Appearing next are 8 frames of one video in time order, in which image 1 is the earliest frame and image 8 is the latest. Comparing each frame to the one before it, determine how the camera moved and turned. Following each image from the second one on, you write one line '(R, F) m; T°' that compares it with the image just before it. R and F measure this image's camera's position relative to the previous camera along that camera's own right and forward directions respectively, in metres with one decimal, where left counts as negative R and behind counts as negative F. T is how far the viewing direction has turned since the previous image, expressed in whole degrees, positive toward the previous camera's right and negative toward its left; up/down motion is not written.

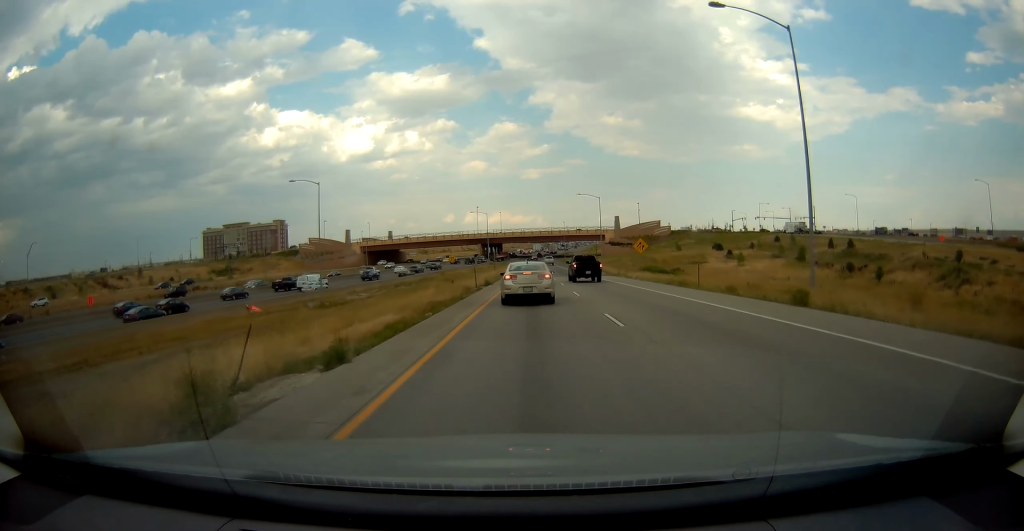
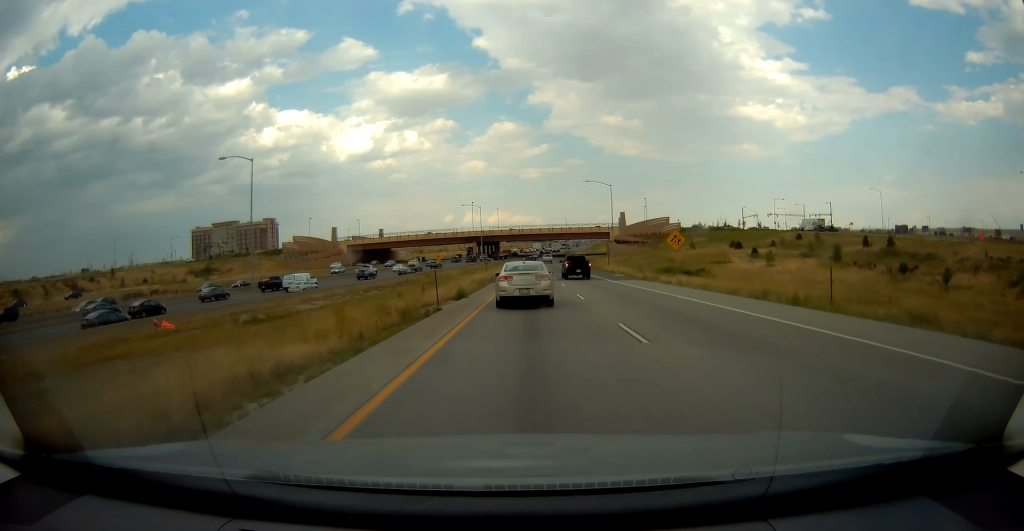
(+0.1, +14.7) m; 0°
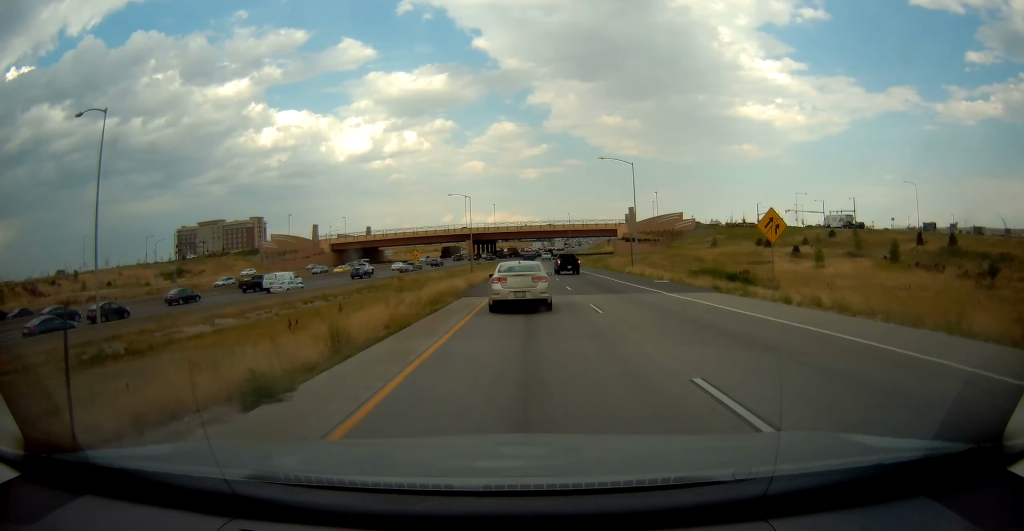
(+0.1, +18.2) m; 0°
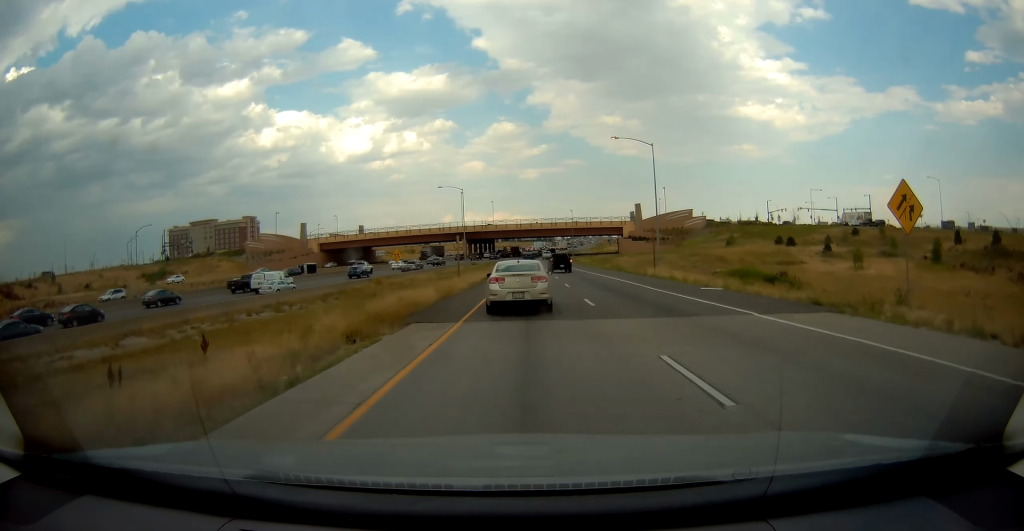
(0.0, +10.6) m; 0°
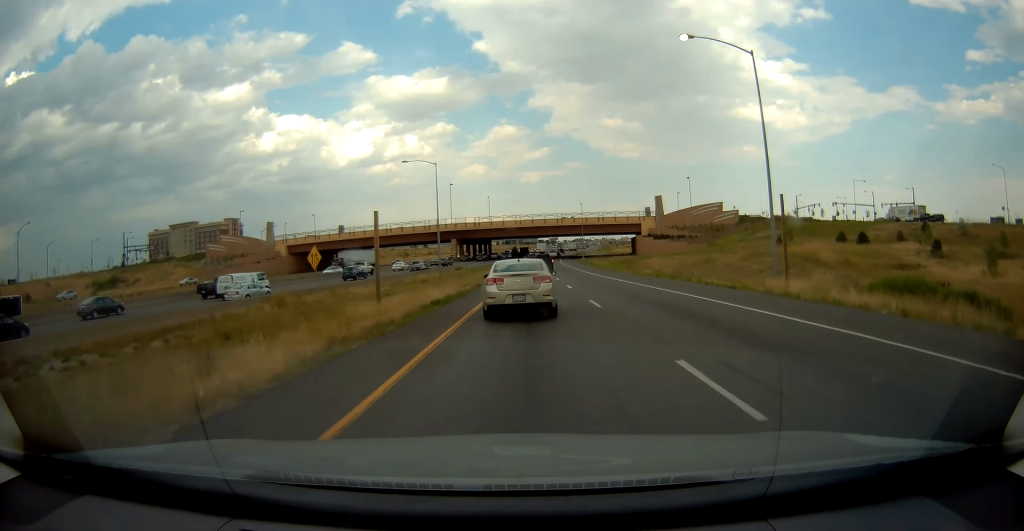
(-0.3, +25.5) m; -1°
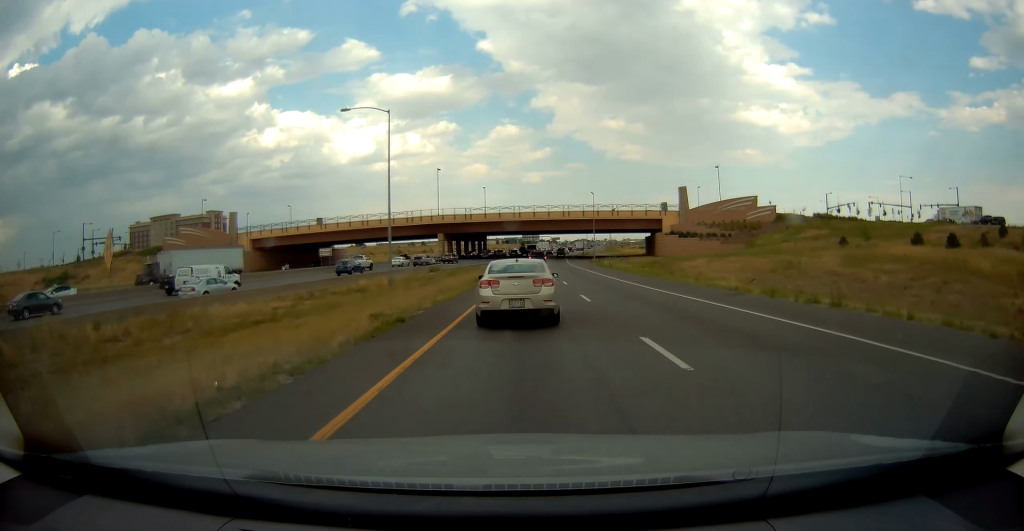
(+0.1, +21.4) m; 0°
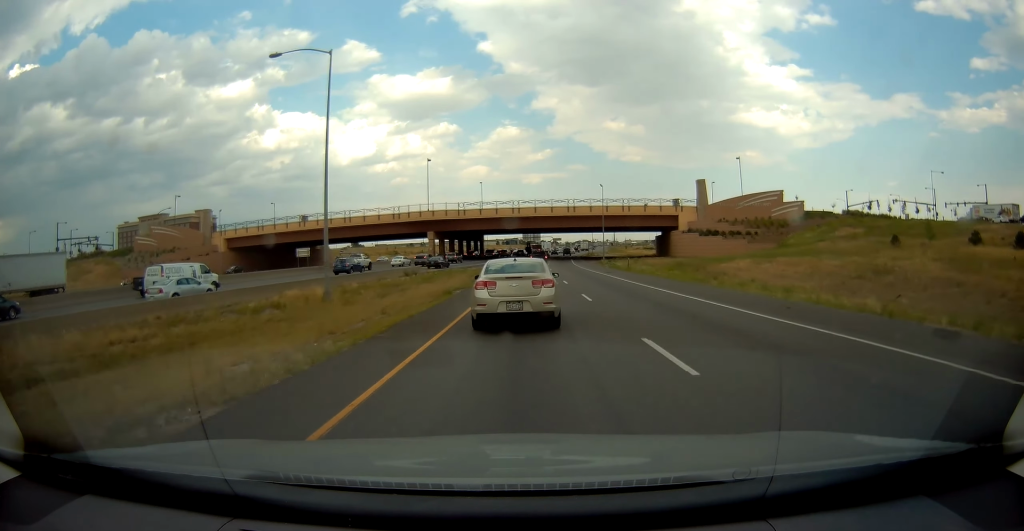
(+0.1, +12.7) m; 0°
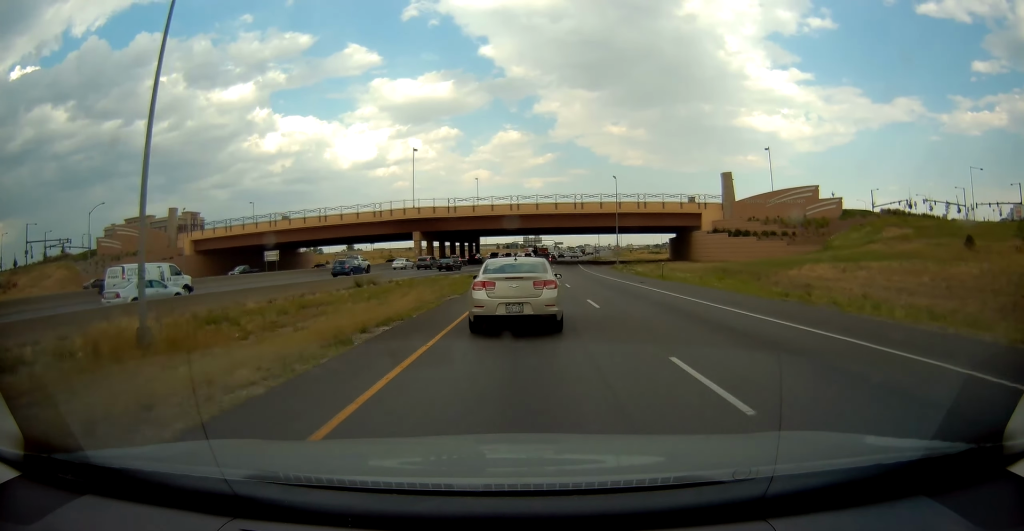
(-0.2, +14.3) m; 0°
